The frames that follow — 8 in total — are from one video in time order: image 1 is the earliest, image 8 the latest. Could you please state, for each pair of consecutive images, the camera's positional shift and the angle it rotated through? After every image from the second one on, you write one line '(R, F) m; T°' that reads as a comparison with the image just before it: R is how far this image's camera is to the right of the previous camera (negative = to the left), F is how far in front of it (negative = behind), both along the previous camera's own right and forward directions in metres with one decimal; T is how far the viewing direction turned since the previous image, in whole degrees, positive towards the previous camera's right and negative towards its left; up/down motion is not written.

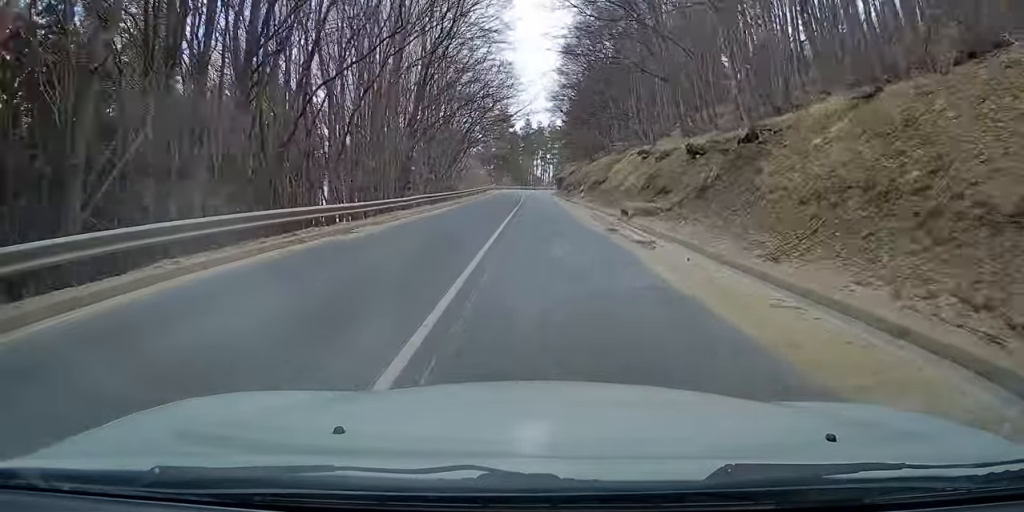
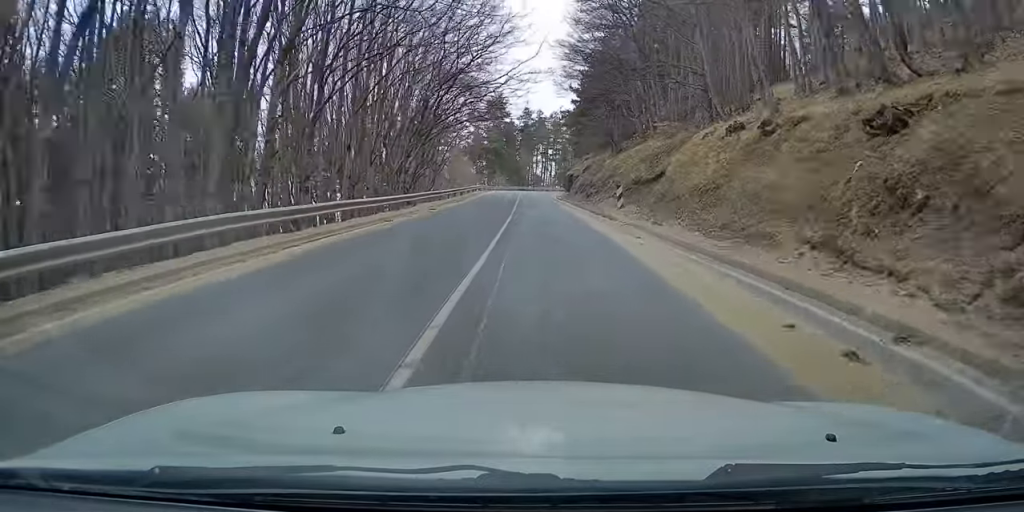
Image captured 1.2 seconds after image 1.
(0.0, +21.0) m; +2°
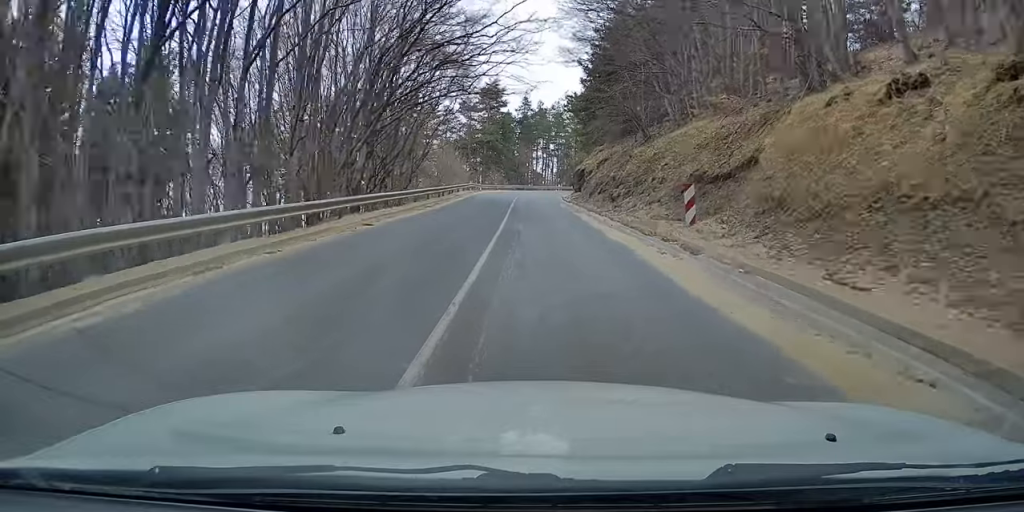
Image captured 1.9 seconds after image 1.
(+0.1, +11.9) m; +1°
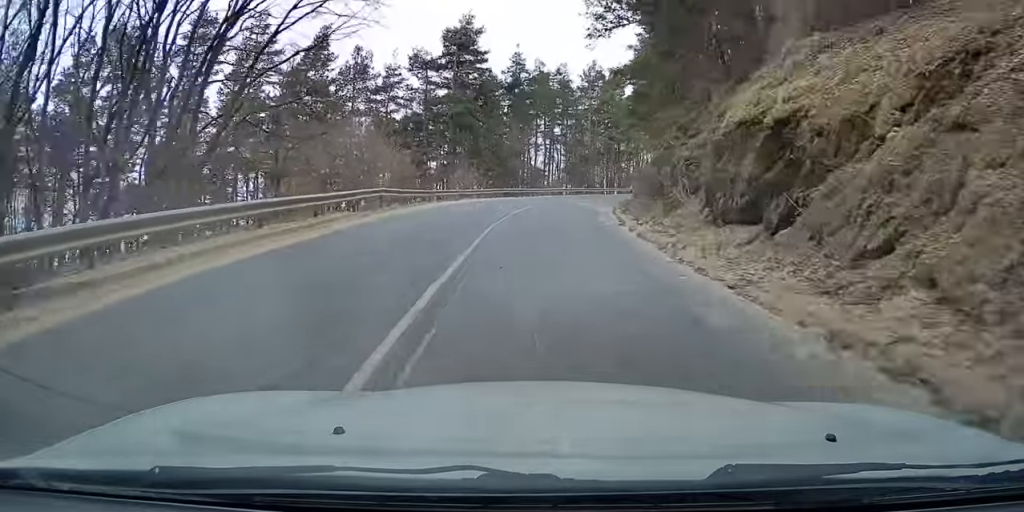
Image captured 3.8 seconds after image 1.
(+1.2, +36.1) m; +6°
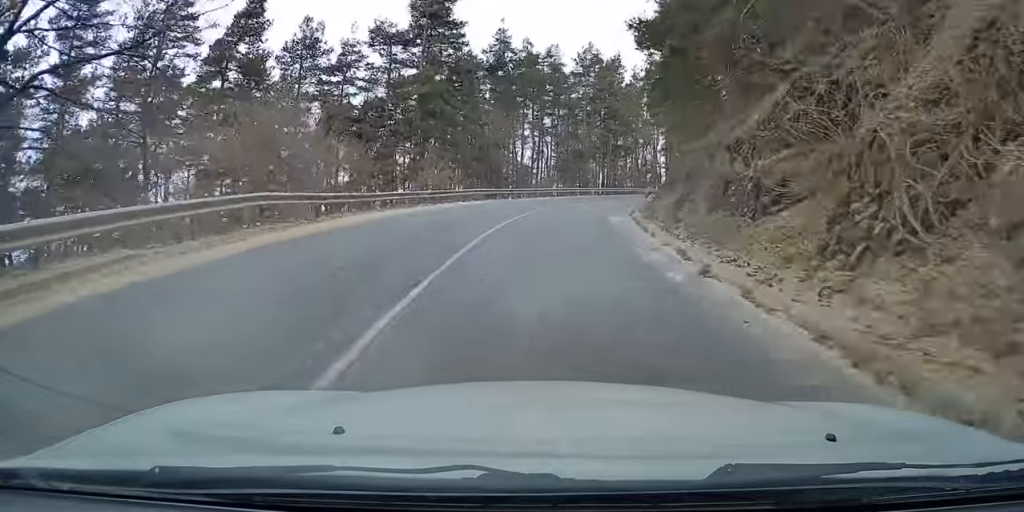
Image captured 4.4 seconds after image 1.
(+0.5, +10.9) m; +2°
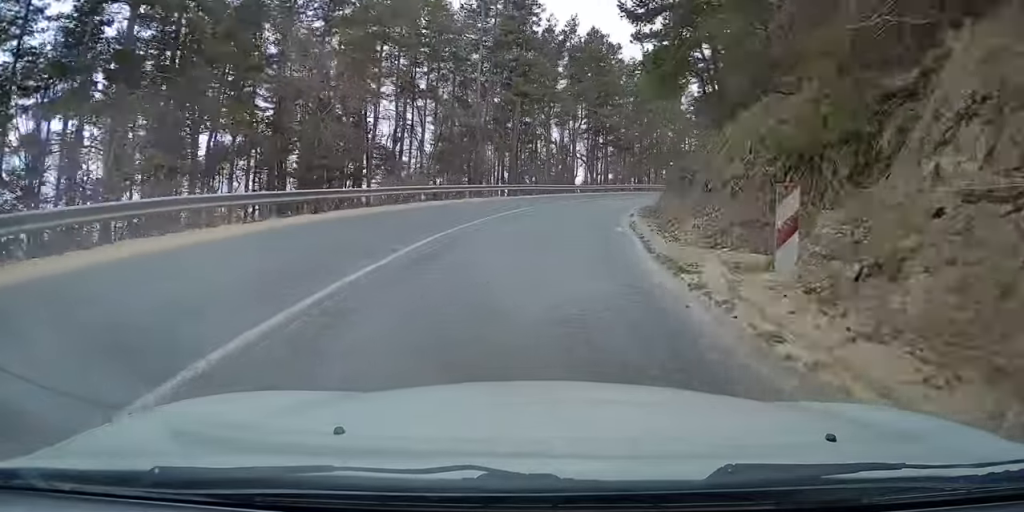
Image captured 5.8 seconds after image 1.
(+1.0, +27.0) m; +5°
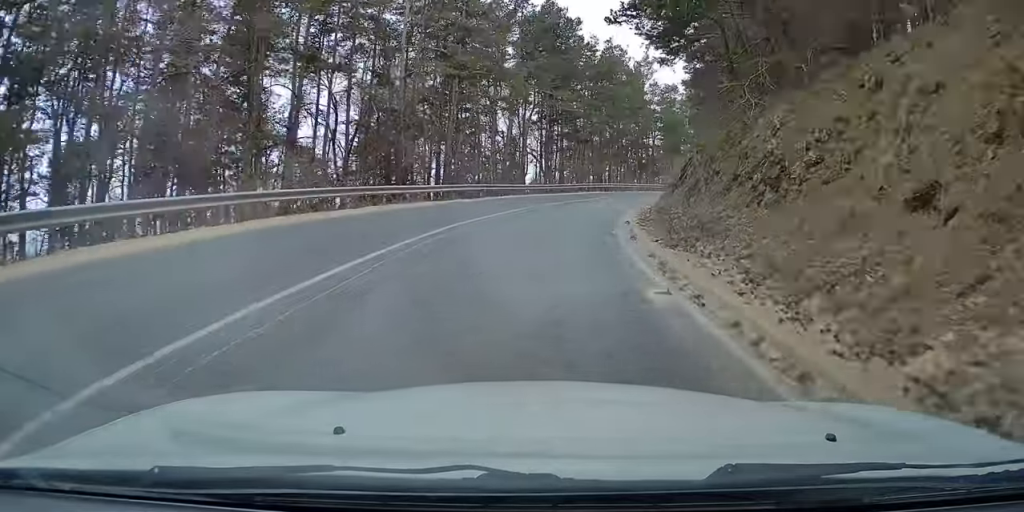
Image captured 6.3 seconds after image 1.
(+0.4, +11.4) m; +4°
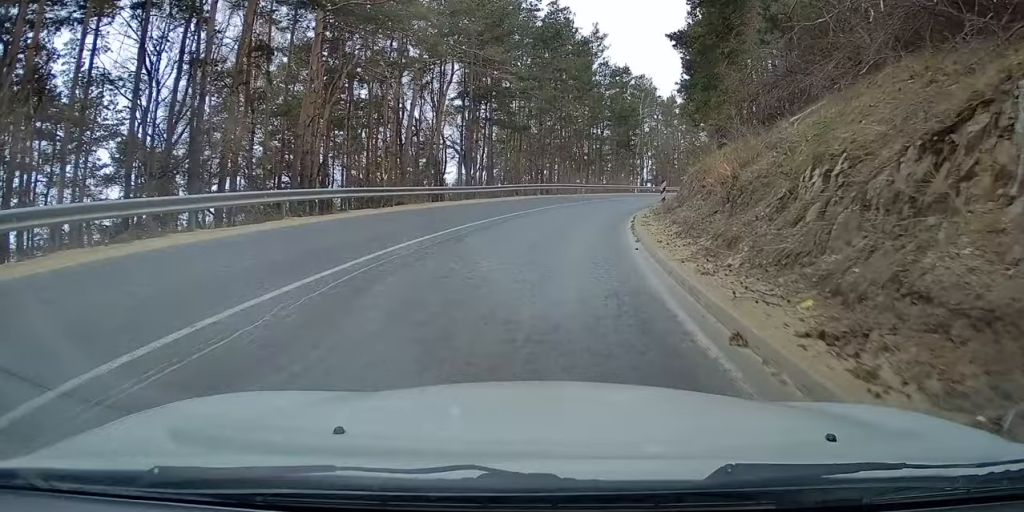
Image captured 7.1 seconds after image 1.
(+0.9, +15.9) m; +6°
